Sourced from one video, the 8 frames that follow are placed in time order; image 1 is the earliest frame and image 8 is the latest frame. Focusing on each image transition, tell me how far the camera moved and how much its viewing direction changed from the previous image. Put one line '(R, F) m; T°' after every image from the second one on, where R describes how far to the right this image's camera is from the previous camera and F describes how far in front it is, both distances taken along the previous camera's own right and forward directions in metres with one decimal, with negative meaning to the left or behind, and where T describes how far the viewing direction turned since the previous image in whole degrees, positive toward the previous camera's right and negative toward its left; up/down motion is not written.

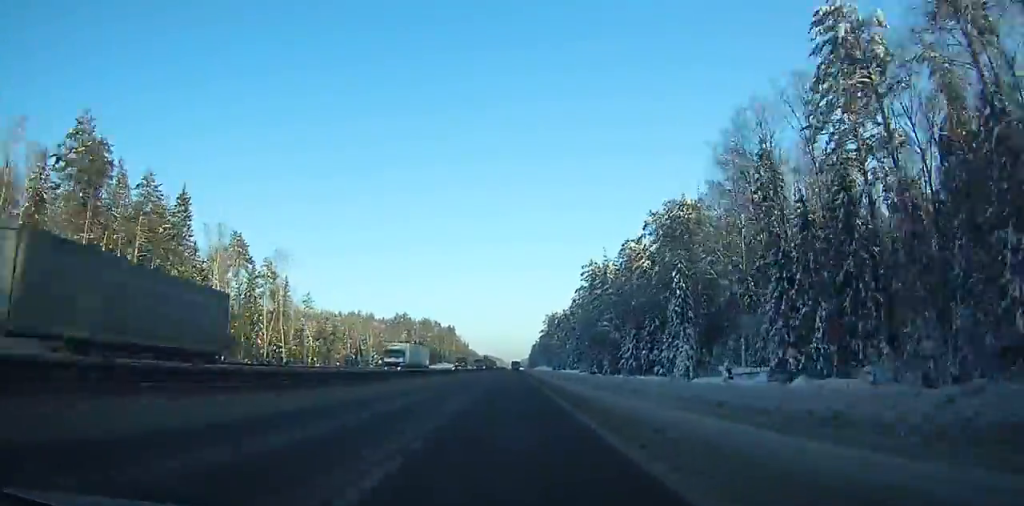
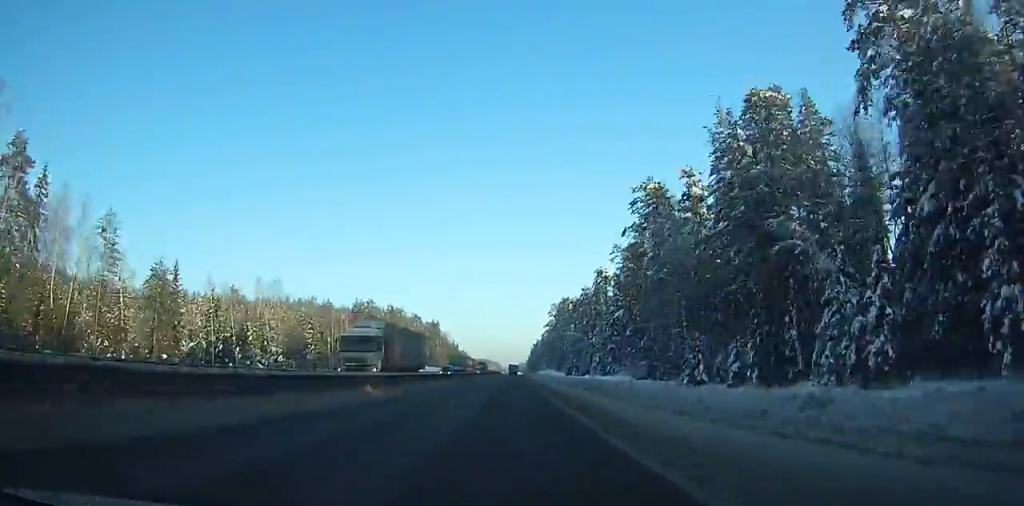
(0.0, +74.7) m; 0°
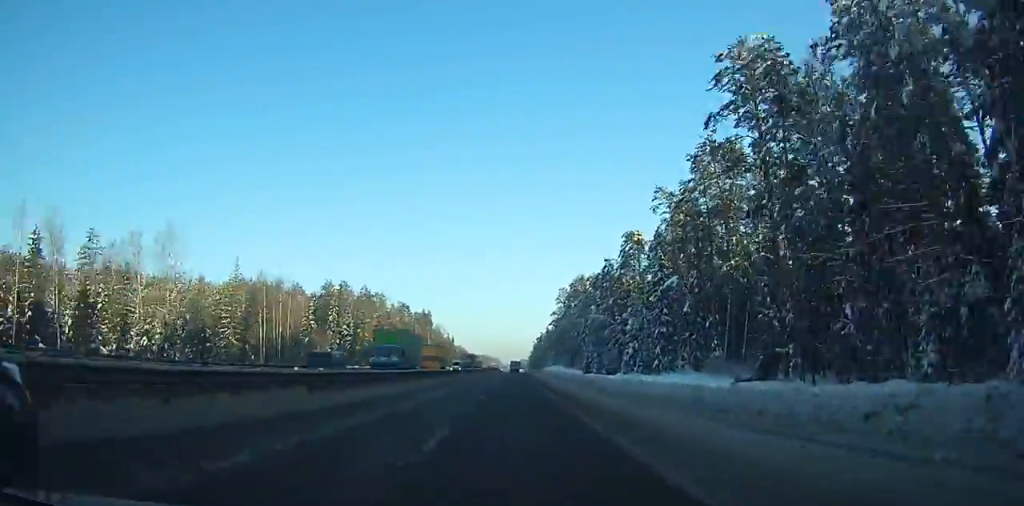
(+0.1, +41.1) m; 0°
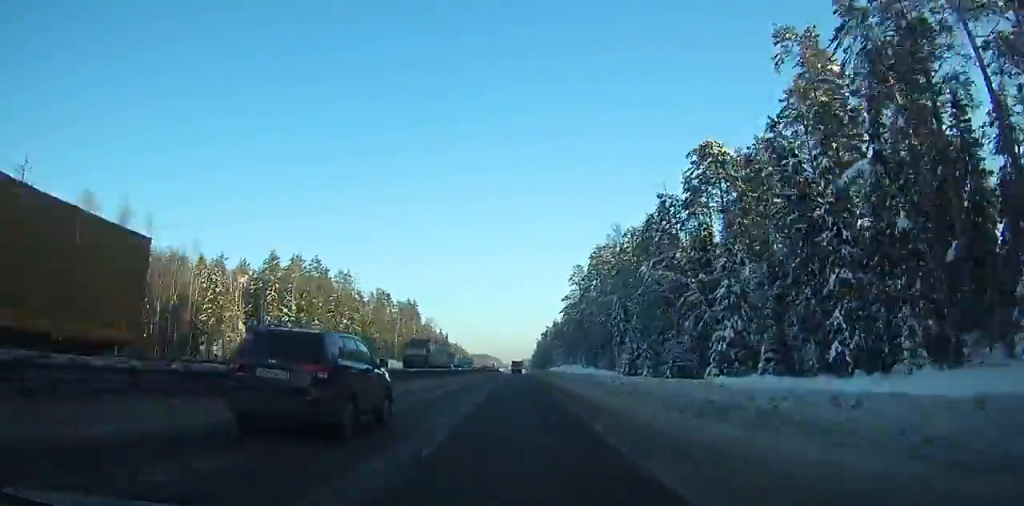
(-0.1, +48.9) m; 0°
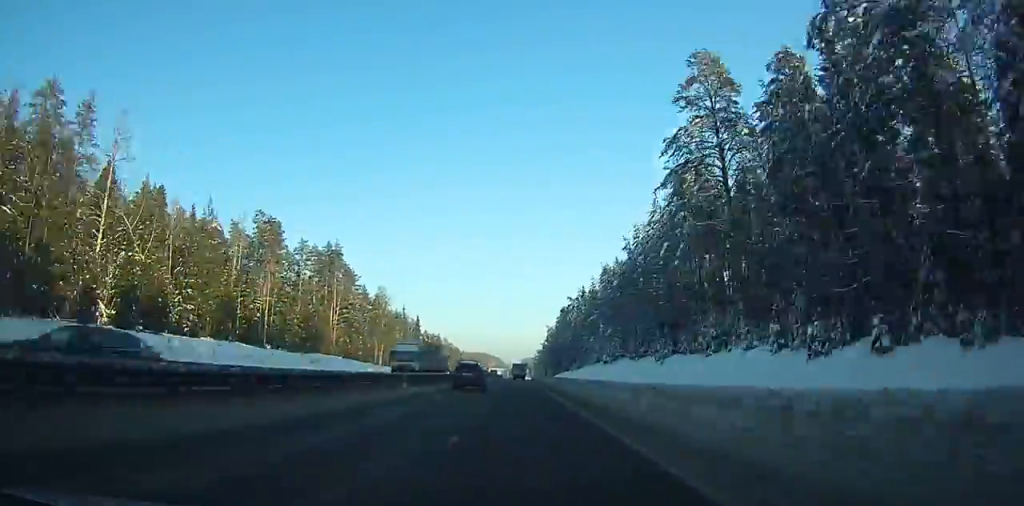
(+0.8, +119.9) m; +1°
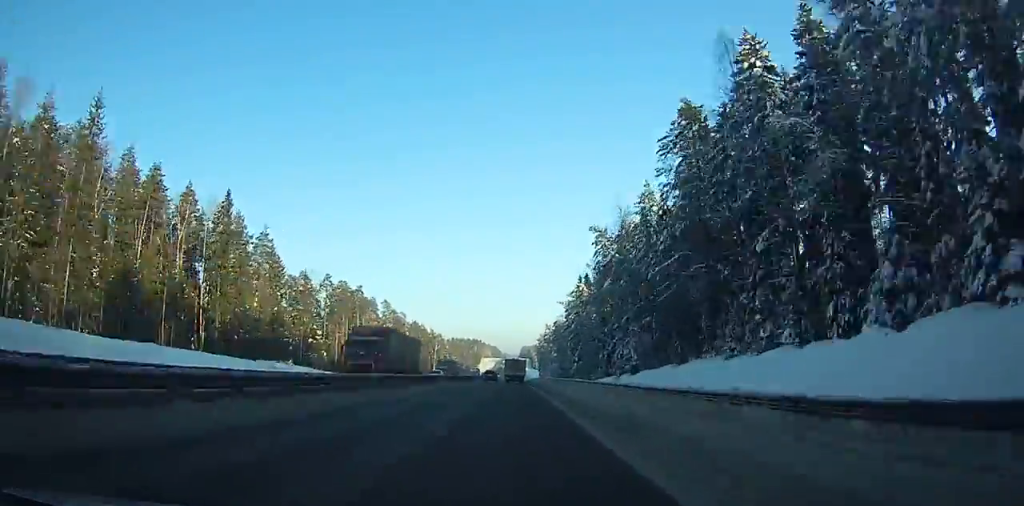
(-0.6, +180.2) m; -1°
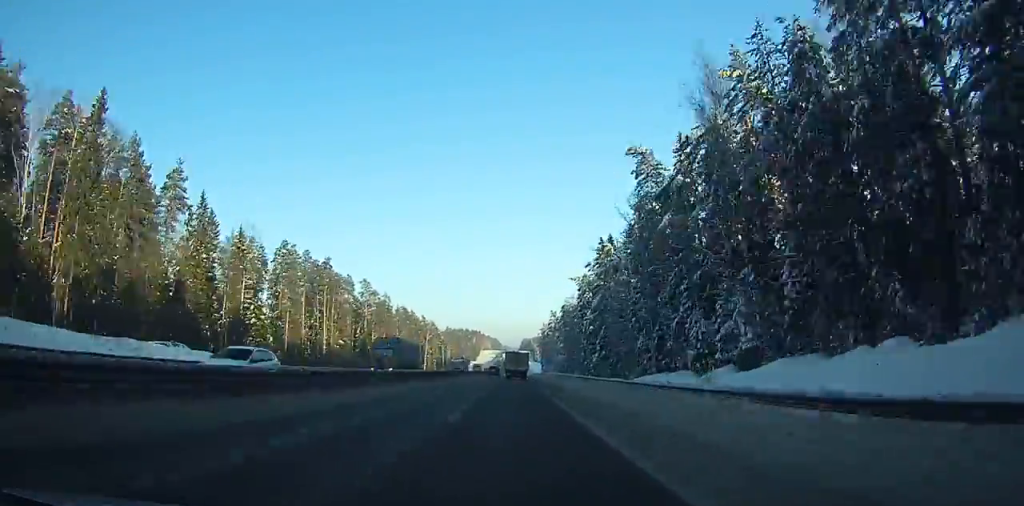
(0.0, +33.8) m; 0°
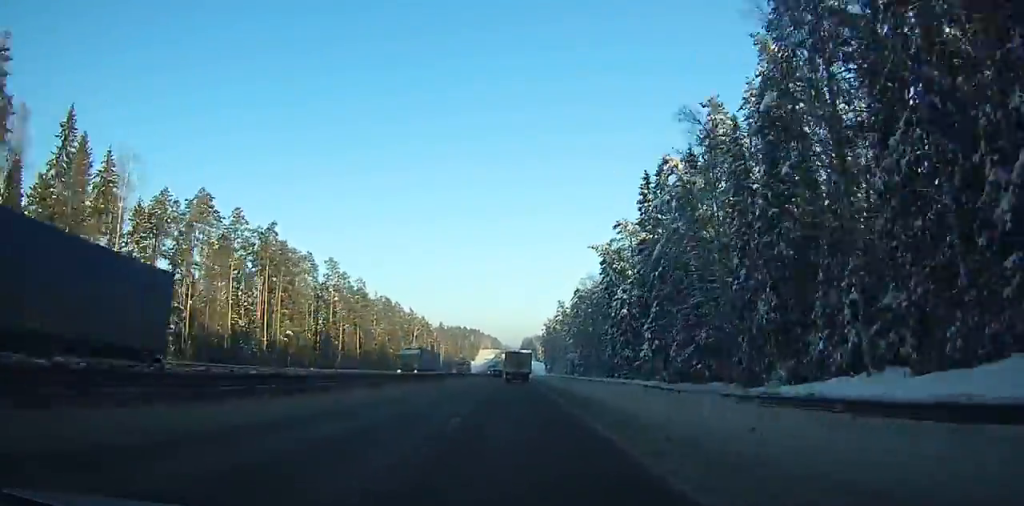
(-0.2, +39.0) m; 0°
